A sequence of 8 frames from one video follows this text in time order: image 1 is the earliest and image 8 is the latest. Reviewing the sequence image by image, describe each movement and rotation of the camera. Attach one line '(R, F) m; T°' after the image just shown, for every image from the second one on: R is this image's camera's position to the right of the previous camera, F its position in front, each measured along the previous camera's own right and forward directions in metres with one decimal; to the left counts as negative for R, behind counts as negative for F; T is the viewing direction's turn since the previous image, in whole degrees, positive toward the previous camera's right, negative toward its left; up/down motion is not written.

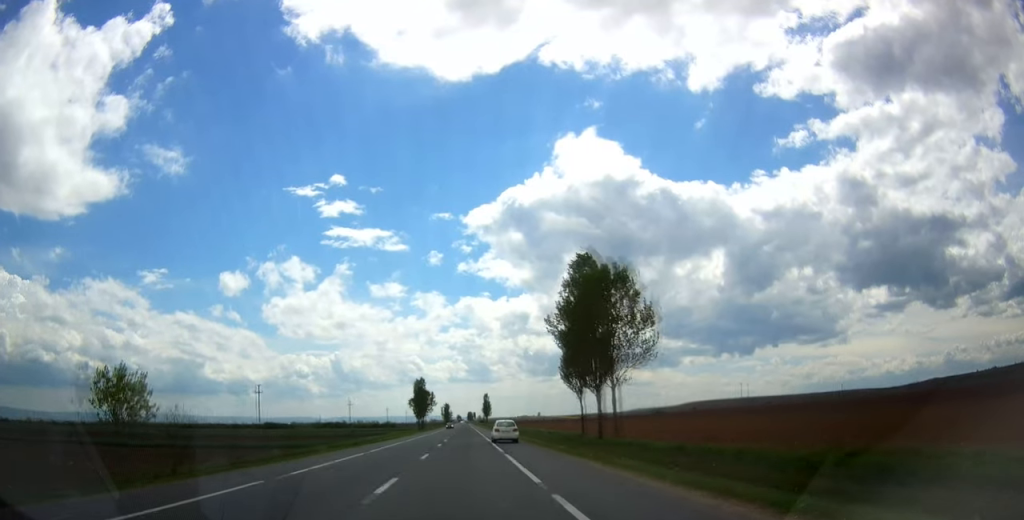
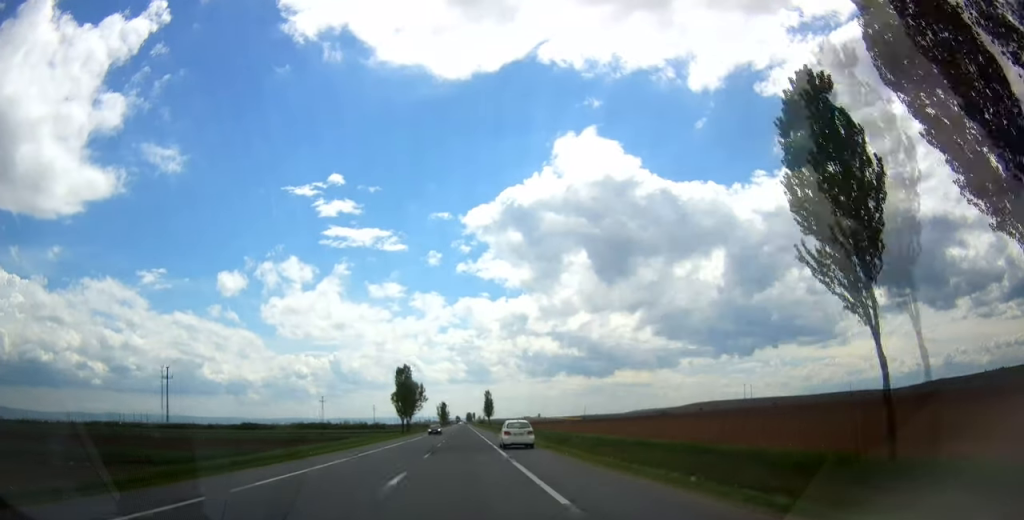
(0.0, +33.8) m; 0°
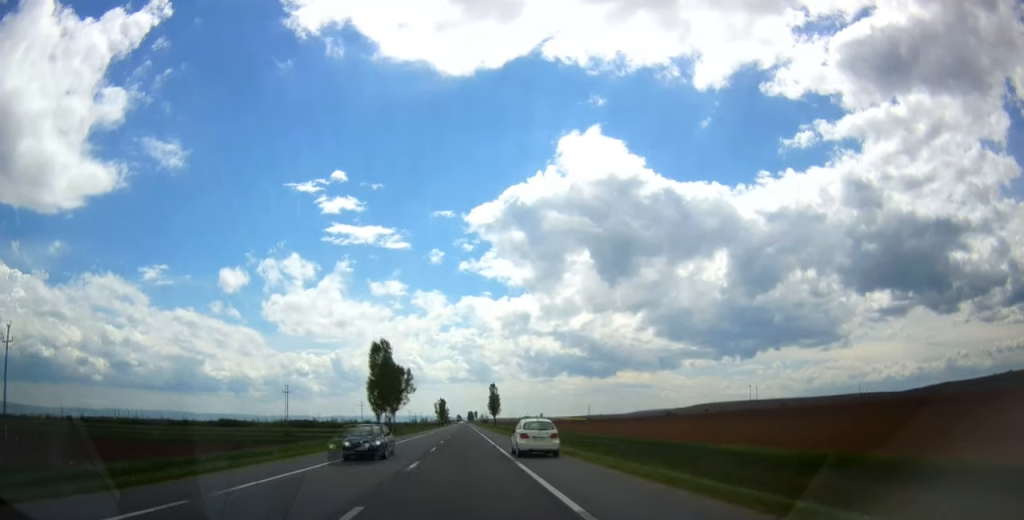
(-0.2, +31.0) m; 0°
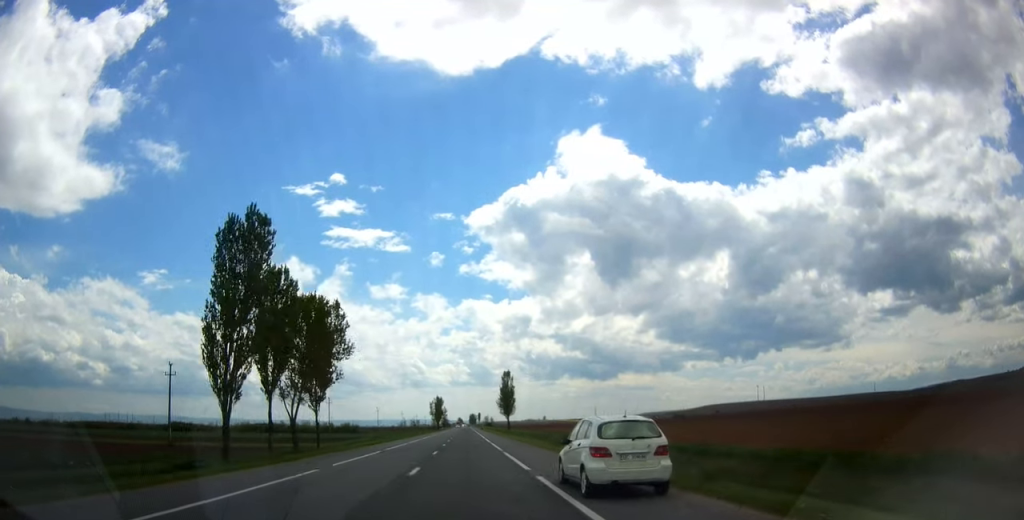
(+0.6, +49.6) m; +1°
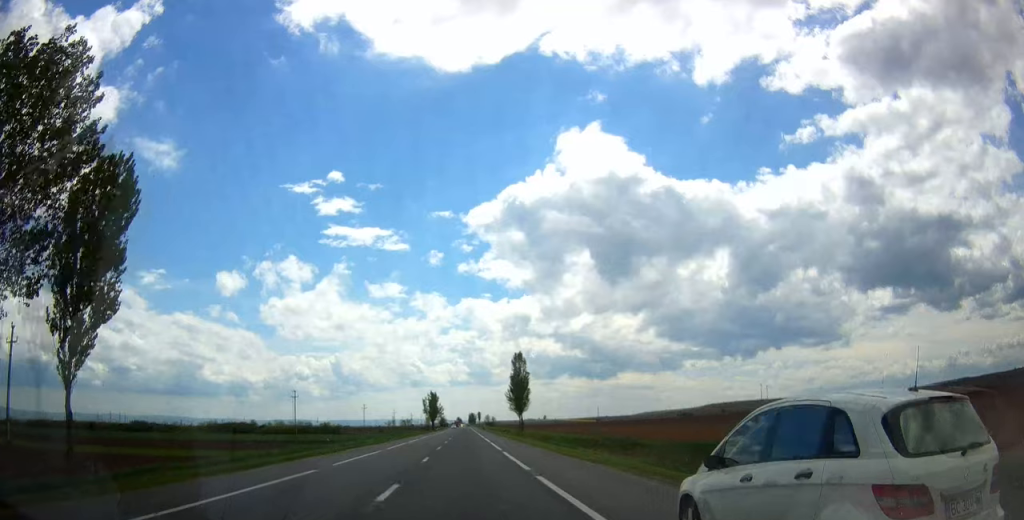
(-0.2, +30.1) m; -1°
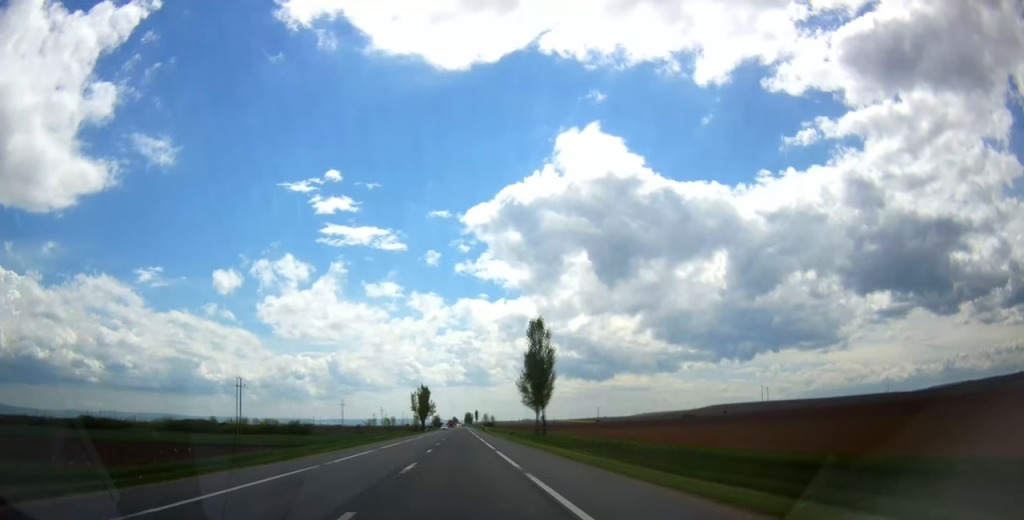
(-0.2, +28.8) m; 0°
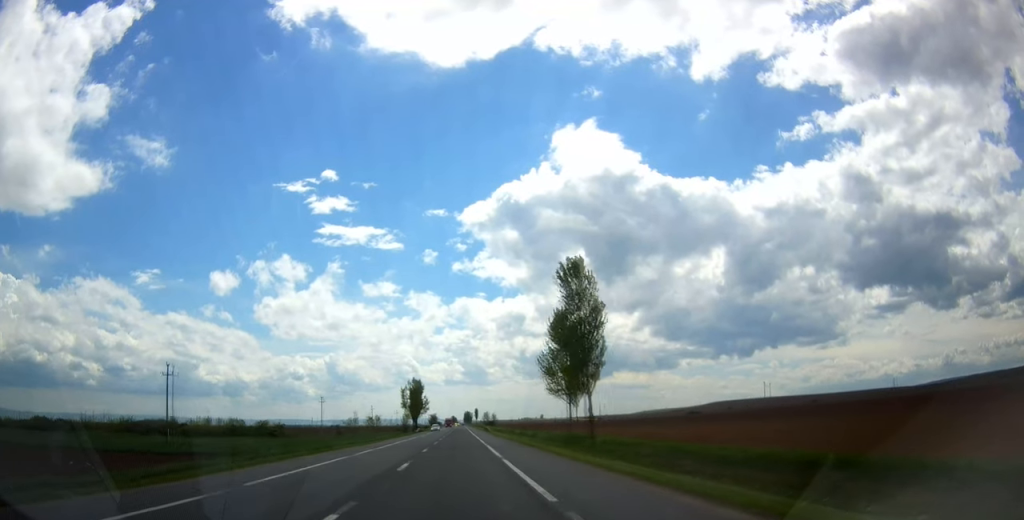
(-0.1, +23.1) m; 0°
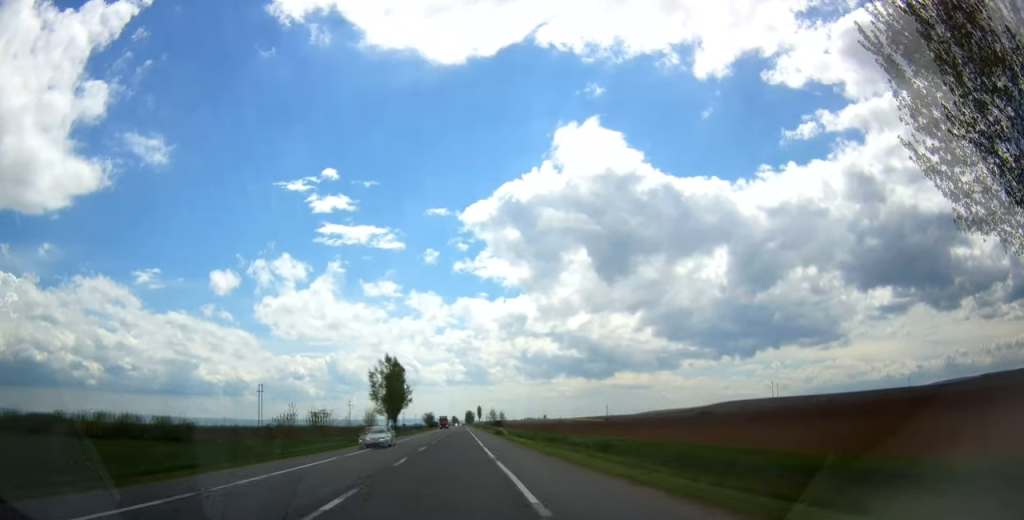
(+0.2, +45.1) m; 0°
